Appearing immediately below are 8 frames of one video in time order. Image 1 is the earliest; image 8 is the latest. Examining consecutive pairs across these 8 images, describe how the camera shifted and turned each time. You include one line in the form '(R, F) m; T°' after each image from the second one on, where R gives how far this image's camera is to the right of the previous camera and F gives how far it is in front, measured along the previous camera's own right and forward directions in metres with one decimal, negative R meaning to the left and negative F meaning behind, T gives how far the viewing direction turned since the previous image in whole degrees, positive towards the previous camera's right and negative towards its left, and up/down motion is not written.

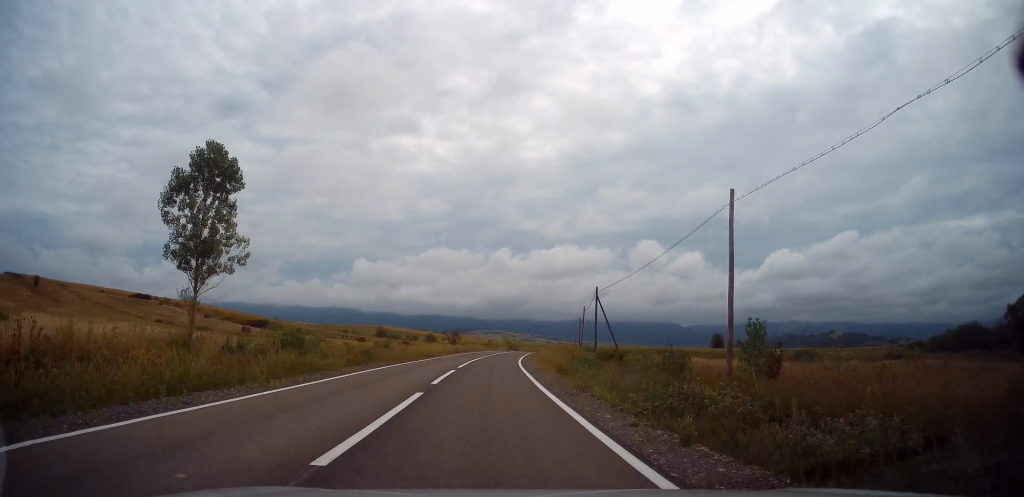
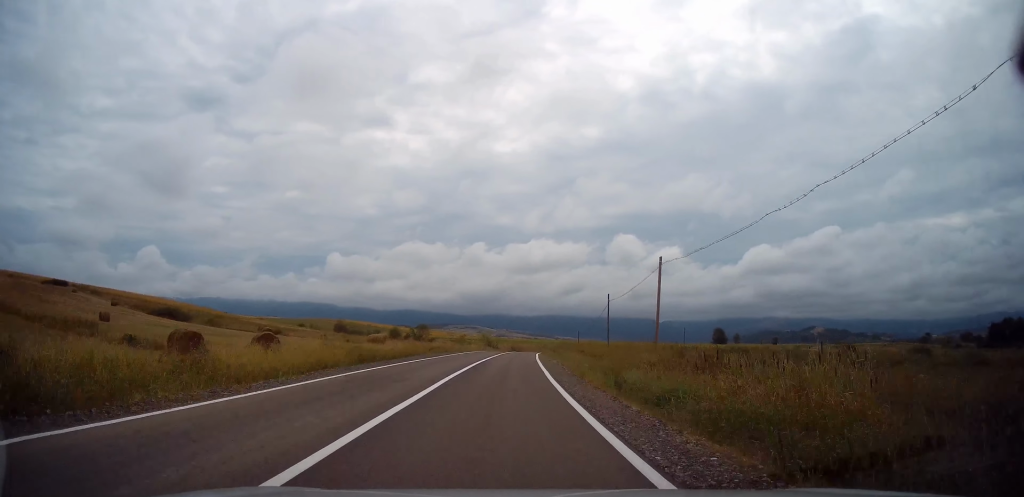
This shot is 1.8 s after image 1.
(+0.6, +38.4) m; +3°
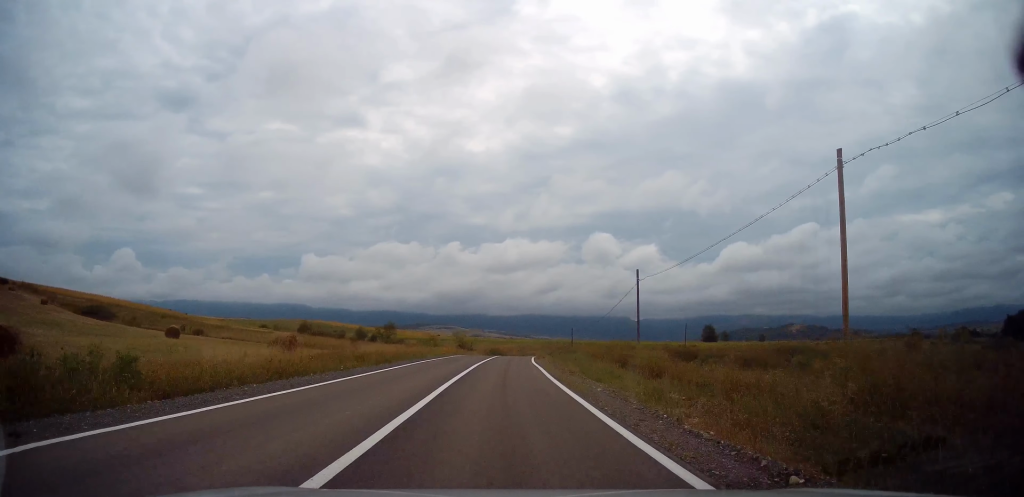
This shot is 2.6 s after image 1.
(+0.4, +18.8) m; +2°
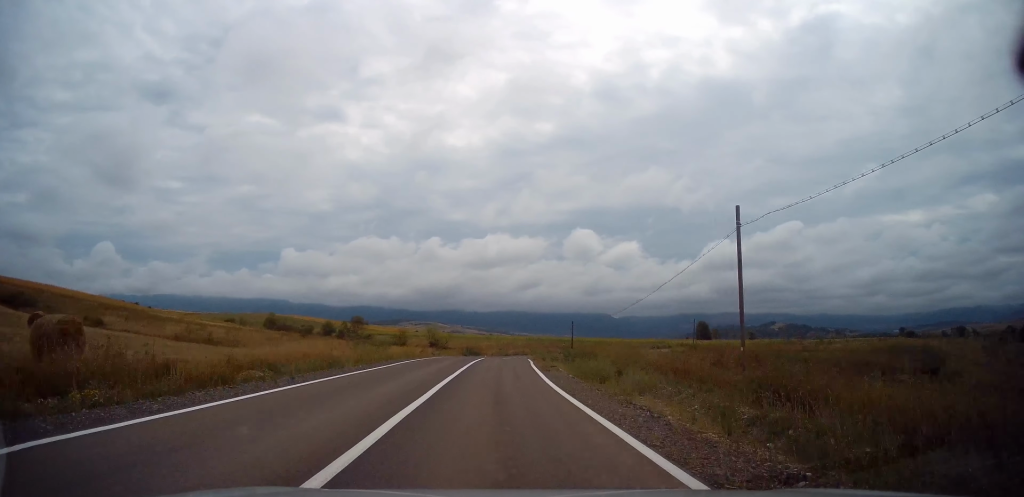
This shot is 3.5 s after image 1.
(+0.1, +17.9) m; +2°
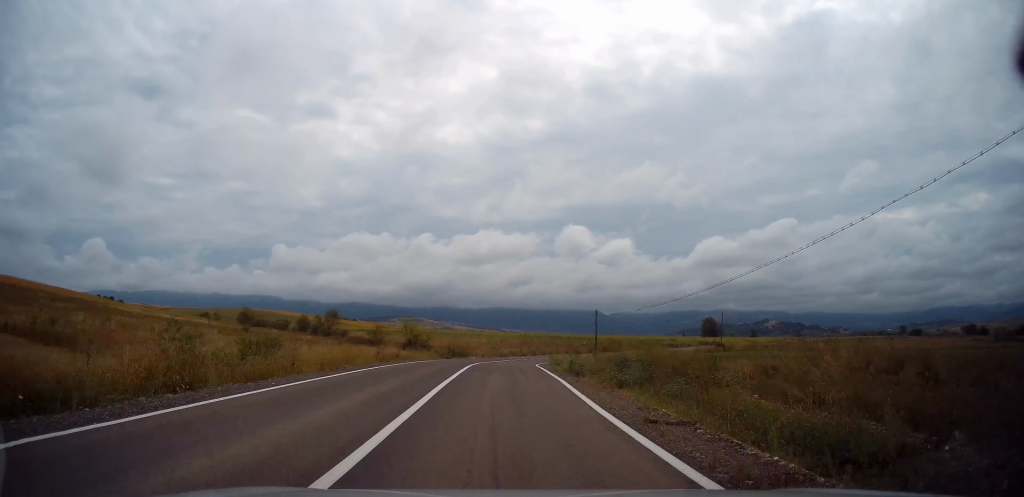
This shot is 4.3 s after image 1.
(+0.6, +18.0) m; +1°
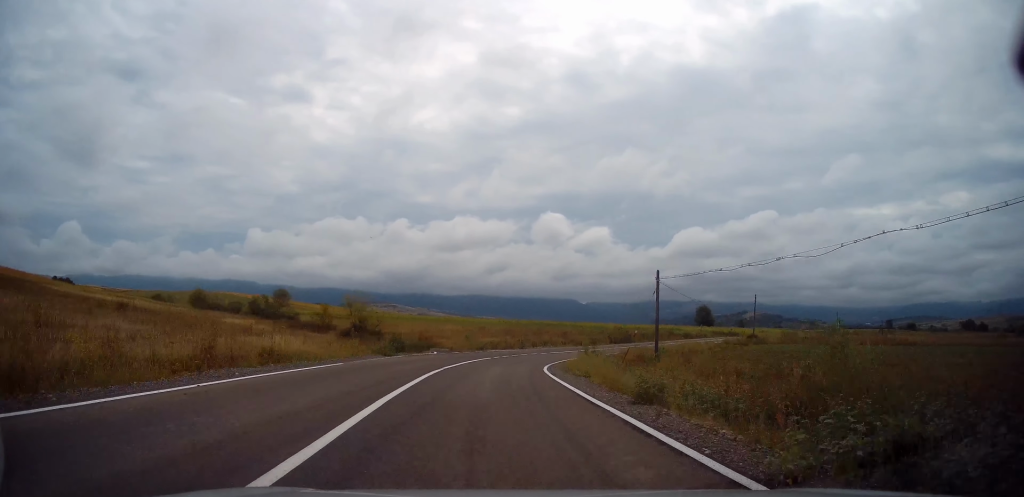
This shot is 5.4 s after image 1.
(0.0, +20.4) m; +2°
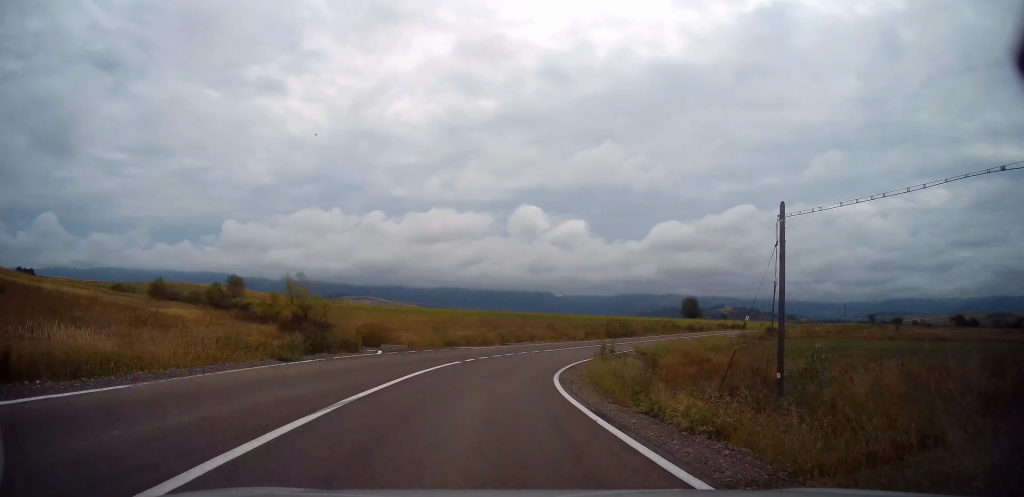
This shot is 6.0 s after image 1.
(+0.4, +12.1) m; +3°
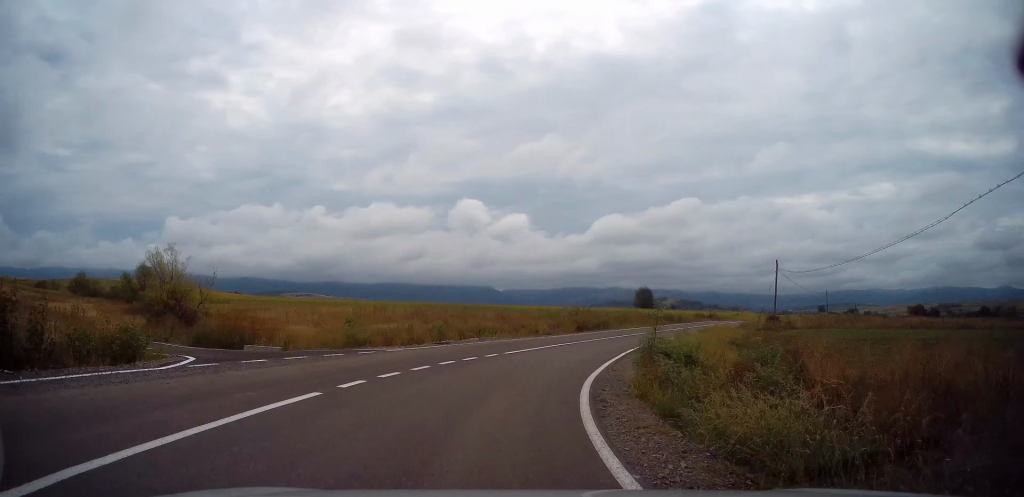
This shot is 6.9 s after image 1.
(+0.5, +14.4) m; +7°
